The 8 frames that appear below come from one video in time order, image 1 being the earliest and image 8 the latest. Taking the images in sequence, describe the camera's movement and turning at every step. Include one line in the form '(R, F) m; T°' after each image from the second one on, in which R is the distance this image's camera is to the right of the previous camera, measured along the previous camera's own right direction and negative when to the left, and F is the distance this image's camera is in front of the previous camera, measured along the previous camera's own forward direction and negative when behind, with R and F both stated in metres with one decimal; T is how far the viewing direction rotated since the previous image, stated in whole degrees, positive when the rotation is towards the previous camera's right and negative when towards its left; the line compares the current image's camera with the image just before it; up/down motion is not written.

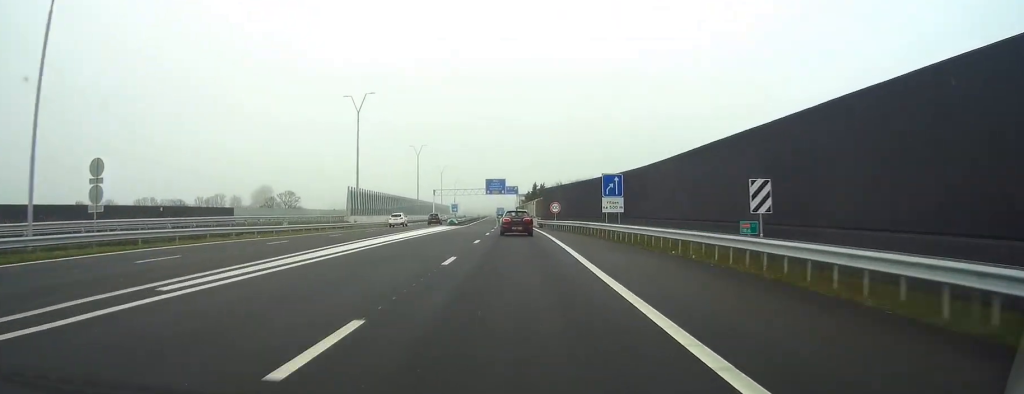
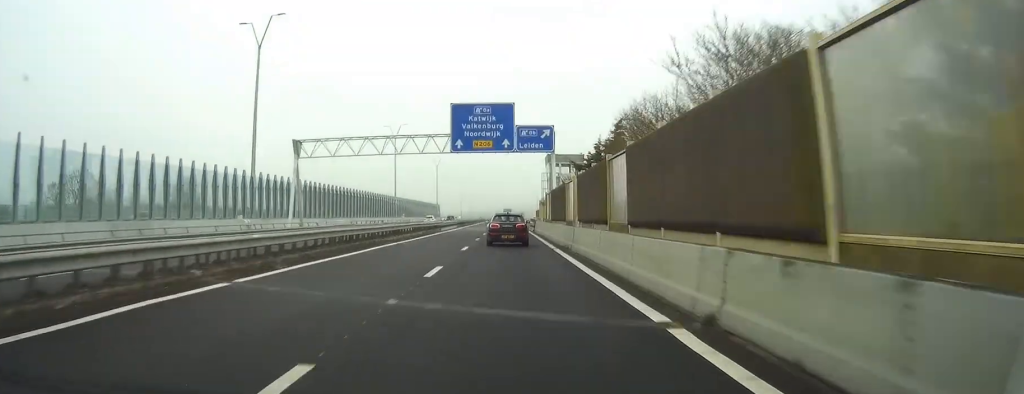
(+0.5, +122.4) m; 0°
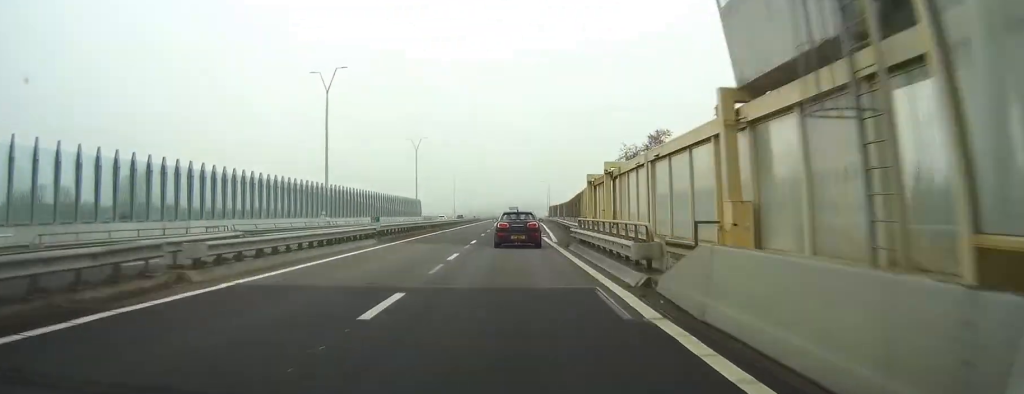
(-0.2, +54.1) m; 0°
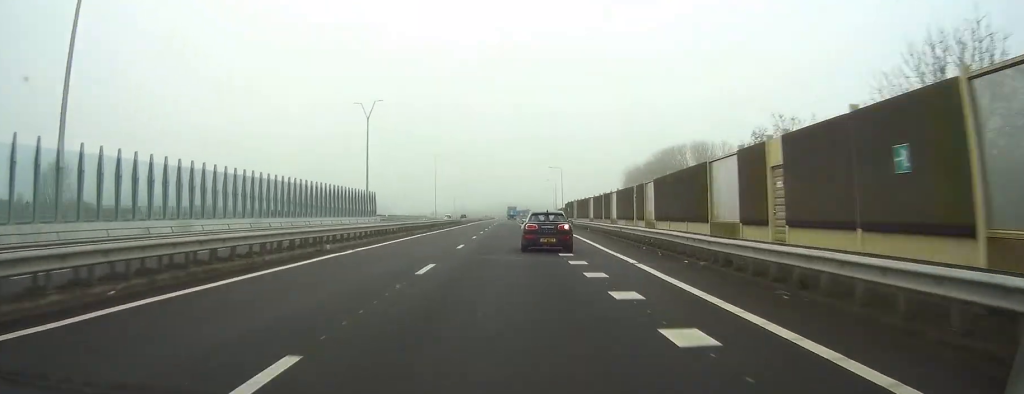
(+0.1, +53.7) m; 0°
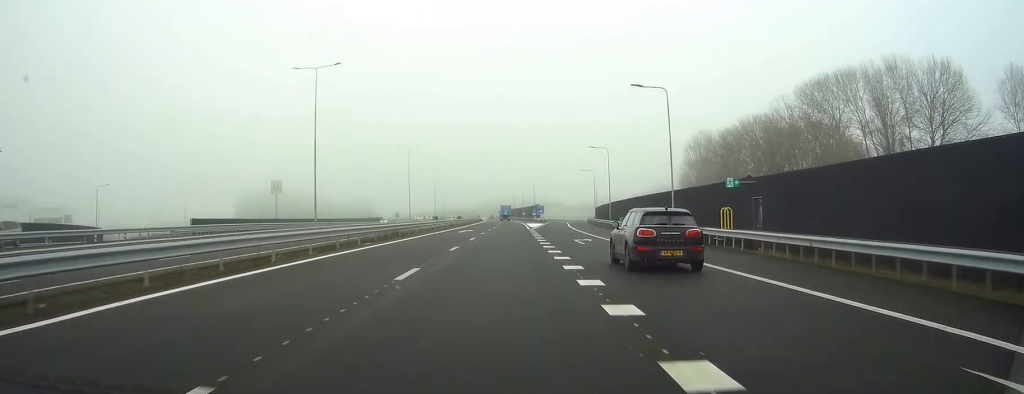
(+0.3, +122.0) m; 0°
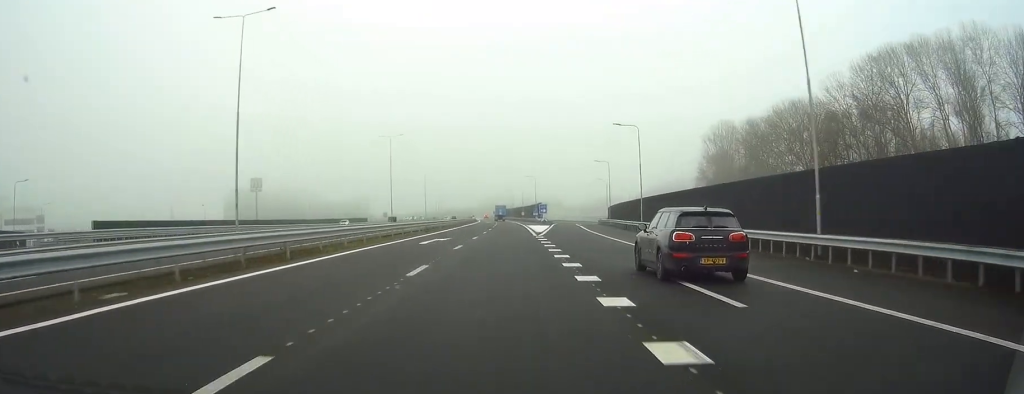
(-0.1, +22.8) m; 0°
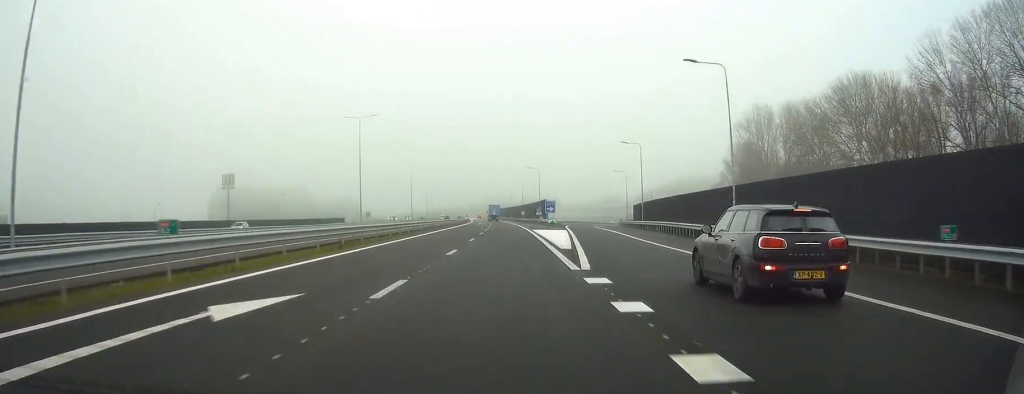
(+0.1, +28.3) m; 0°
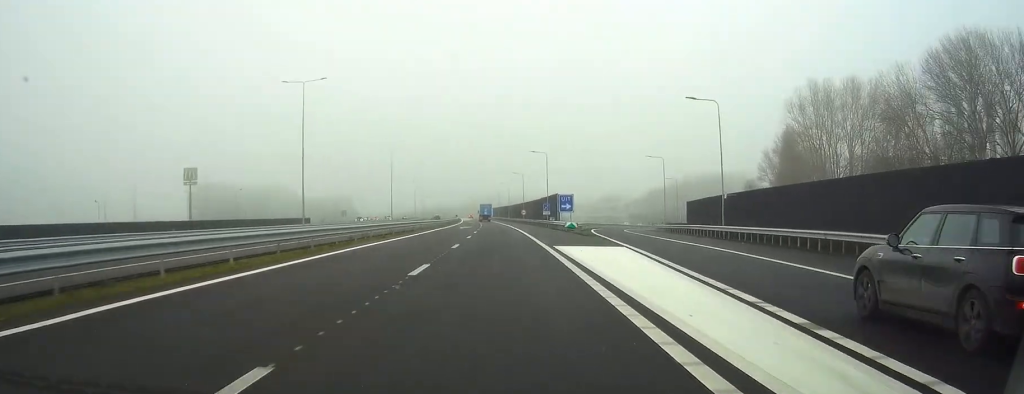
(+0.2, +32.0) m; 0°
